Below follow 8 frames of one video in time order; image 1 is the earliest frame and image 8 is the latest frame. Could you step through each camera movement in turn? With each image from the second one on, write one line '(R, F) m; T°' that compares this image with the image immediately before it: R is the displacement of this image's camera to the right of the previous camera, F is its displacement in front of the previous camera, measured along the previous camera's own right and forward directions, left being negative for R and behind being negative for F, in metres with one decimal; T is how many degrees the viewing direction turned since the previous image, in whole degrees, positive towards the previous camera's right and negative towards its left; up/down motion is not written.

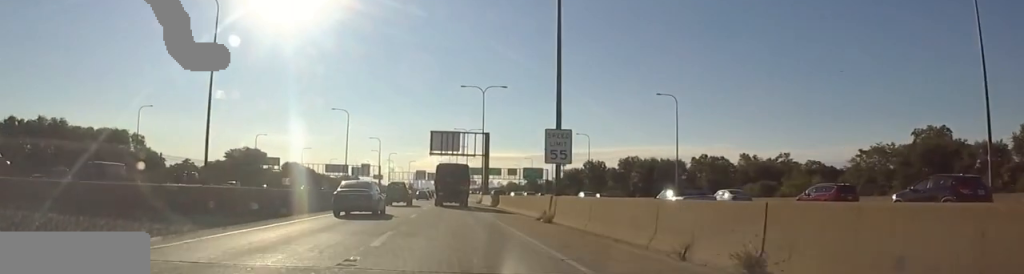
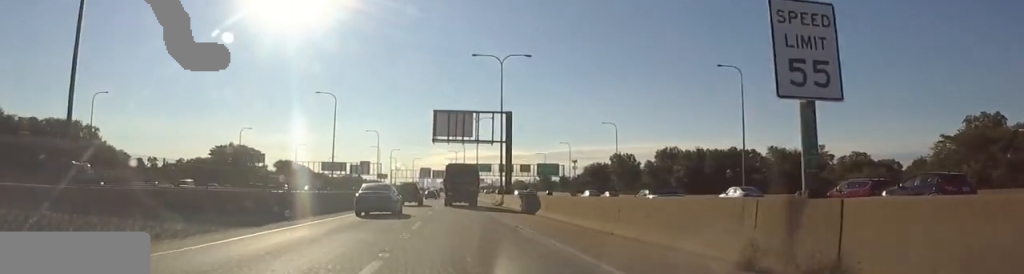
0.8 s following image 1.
(-0.2, +19.3) m; -1°
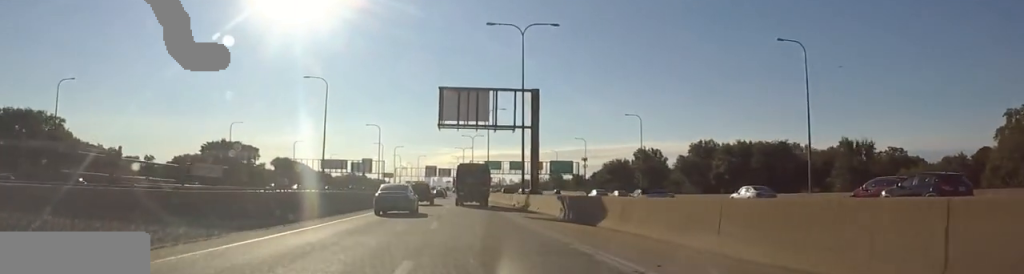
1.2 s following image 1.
(-0.4, +12.5) m; -1°
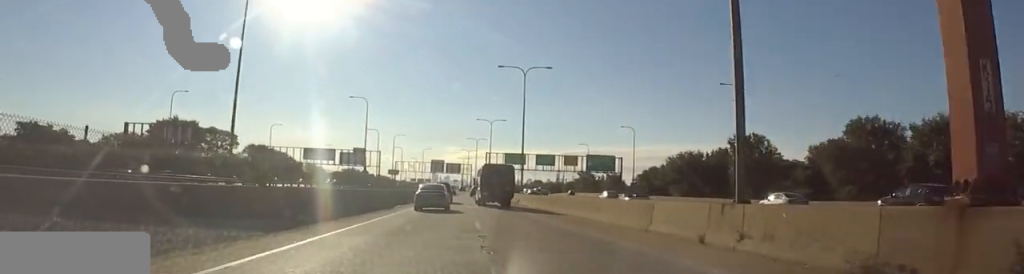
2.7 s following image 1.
(-0.3, +38.5) m; -1°
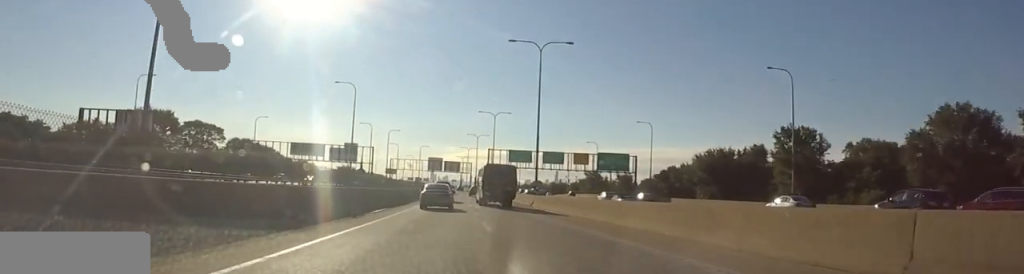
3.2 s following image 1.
(-0.7, +12.5) m; +1°
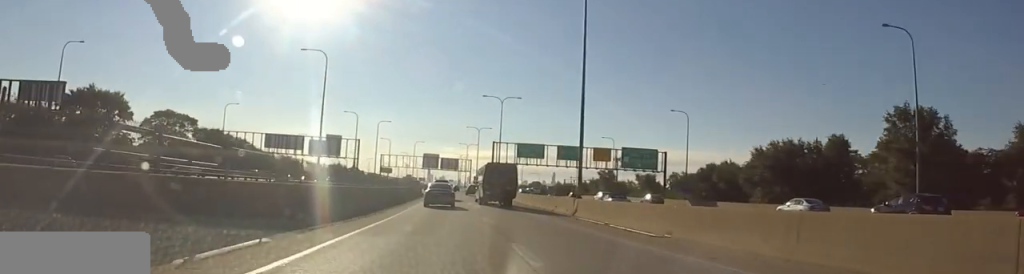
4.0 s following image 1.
(+1.1, +19.7) m; +2°
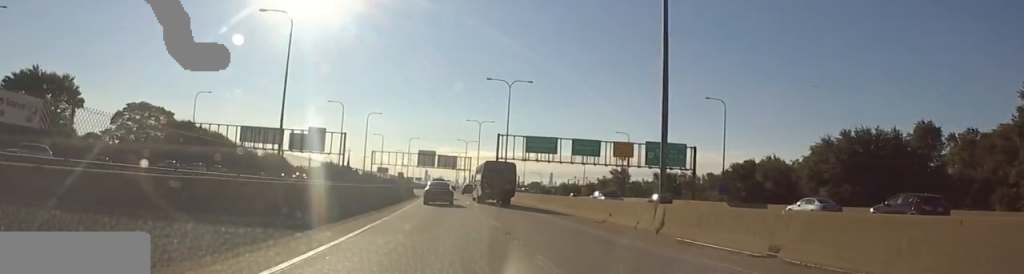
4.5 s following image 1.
(+0.3, +14.8) m; +1°
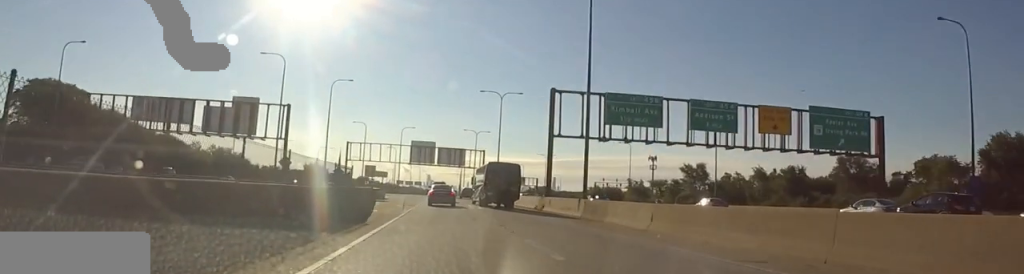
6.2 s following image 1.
(-1.1, +45.2) m; -2°
